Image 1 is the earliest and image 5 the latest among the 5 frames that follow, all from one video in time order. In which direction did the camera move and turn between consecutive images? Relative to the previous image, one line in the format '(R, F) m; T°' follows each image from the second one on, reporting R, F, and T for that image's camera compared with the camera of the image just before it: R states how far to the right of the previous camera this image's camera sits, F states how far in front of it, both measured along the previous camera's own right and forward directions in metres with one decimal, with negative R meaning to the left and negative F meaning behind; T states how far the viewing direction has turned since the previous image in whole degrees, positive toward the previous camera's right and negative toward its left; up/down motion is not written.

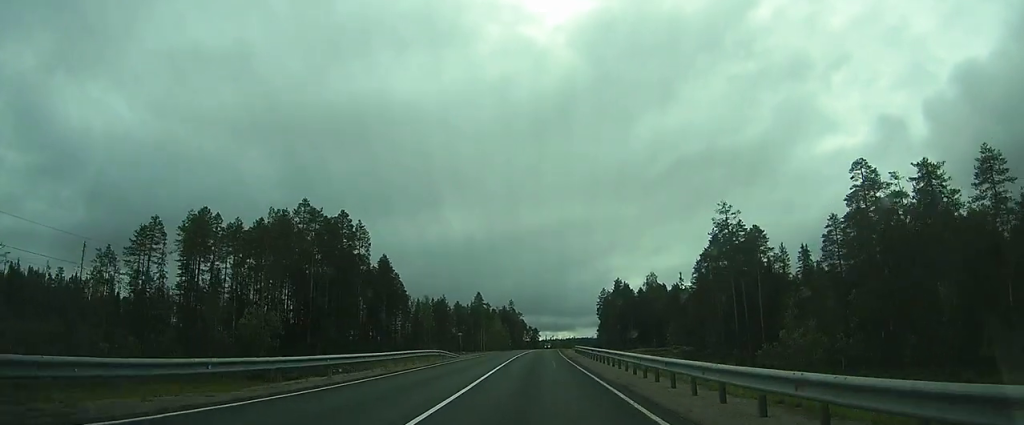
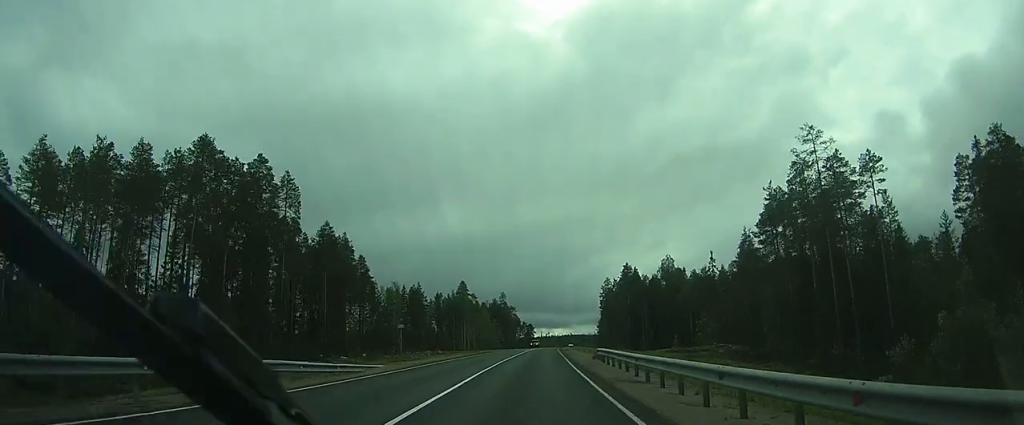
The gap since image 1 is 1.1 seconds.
(+0.2, +26.5) m; 0°
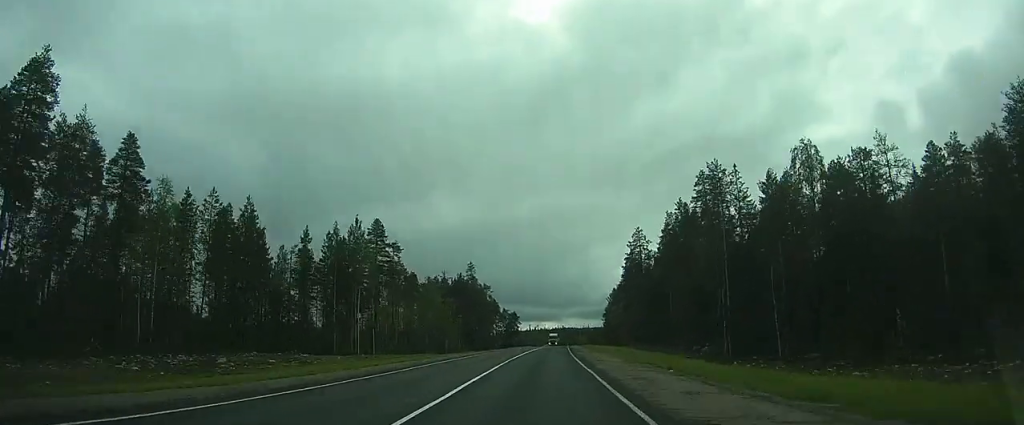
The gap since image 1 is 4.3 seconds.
(+1.1, +73.2) m; +3°
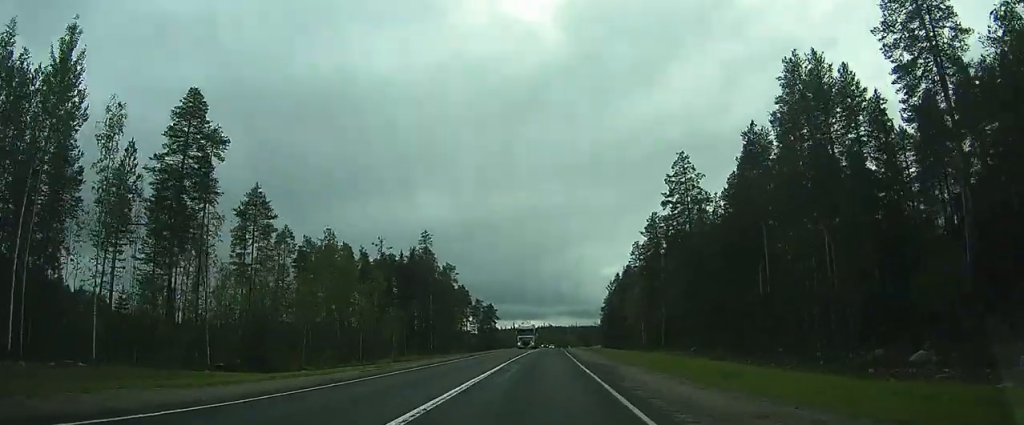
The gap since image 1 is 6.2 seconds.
(+0.3, +42.5) m; 0°
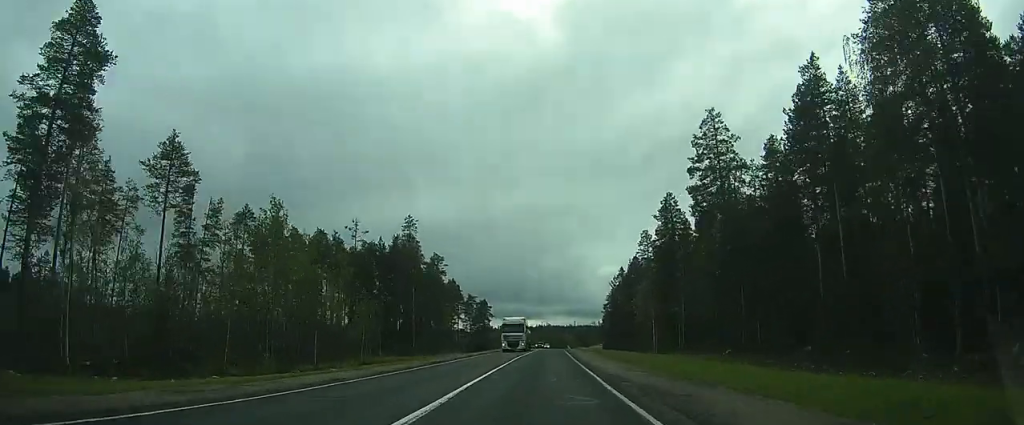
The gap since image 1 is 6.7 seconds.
(0.0, +12.1) m; 0°
